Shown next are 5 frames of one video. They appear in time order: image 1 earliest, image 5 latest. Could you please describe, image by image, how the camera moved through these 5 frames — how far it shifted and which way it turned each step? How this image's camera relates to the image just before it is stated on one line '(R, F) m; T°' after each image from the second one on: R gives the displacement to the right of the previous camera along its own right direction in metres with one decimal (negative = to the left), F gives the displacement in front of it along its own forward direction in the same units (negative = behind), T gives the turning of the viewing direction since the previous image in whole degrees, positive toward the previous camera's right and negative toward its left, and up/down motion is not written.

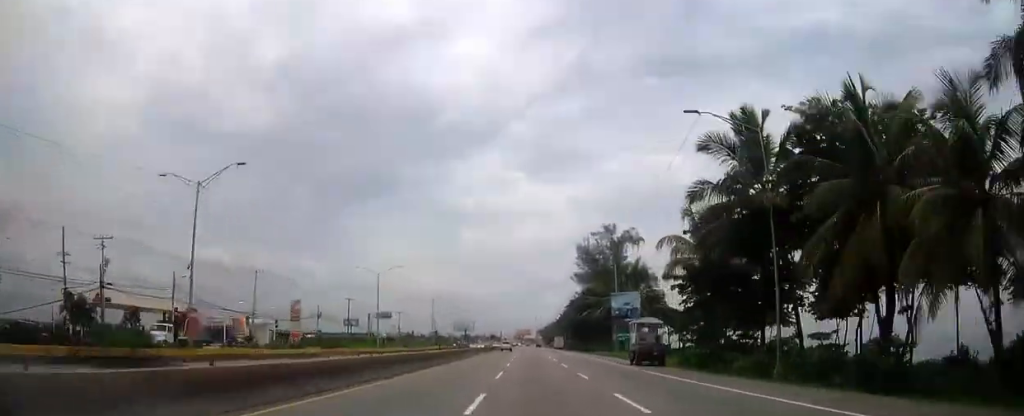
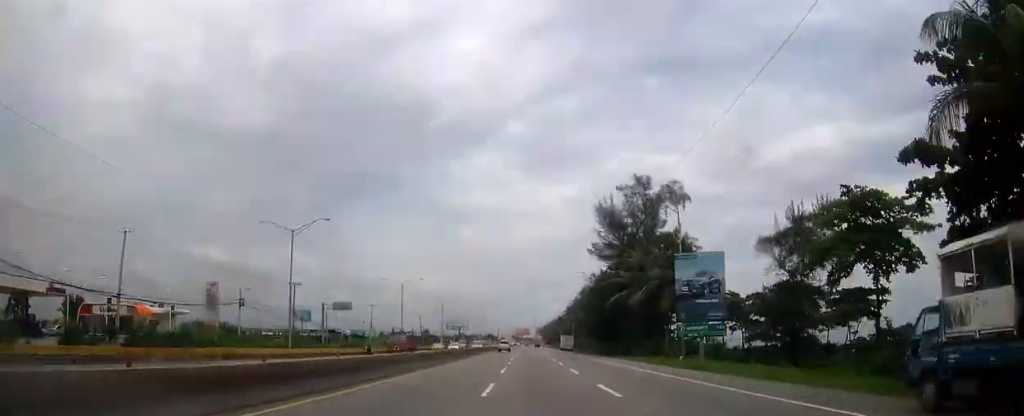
(0.0, +31.9) m; 0°
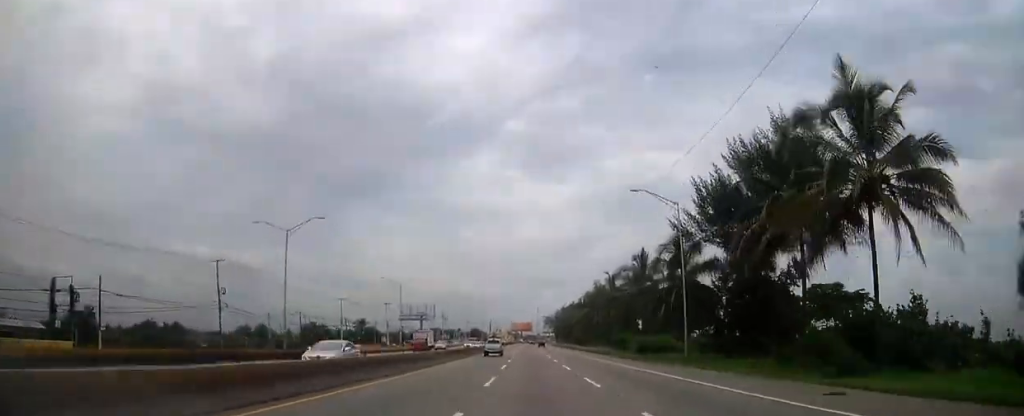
(0.0, +151.0) m; 0°
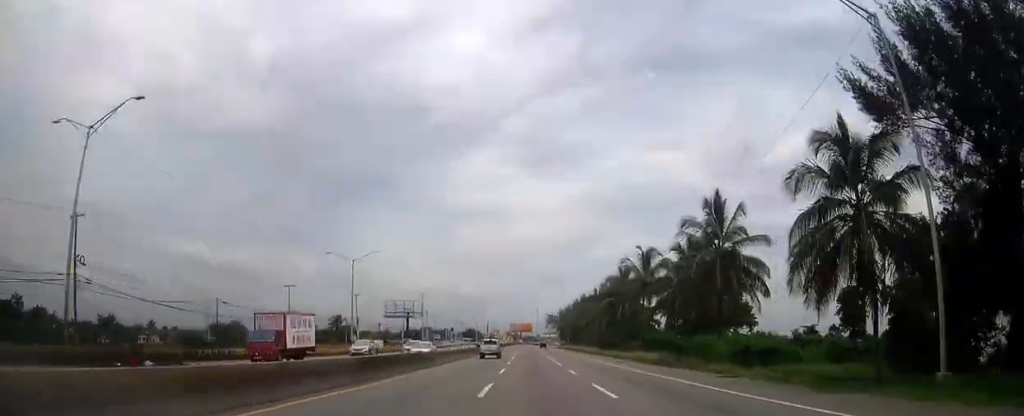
(0.0, +28.7) m; 0°
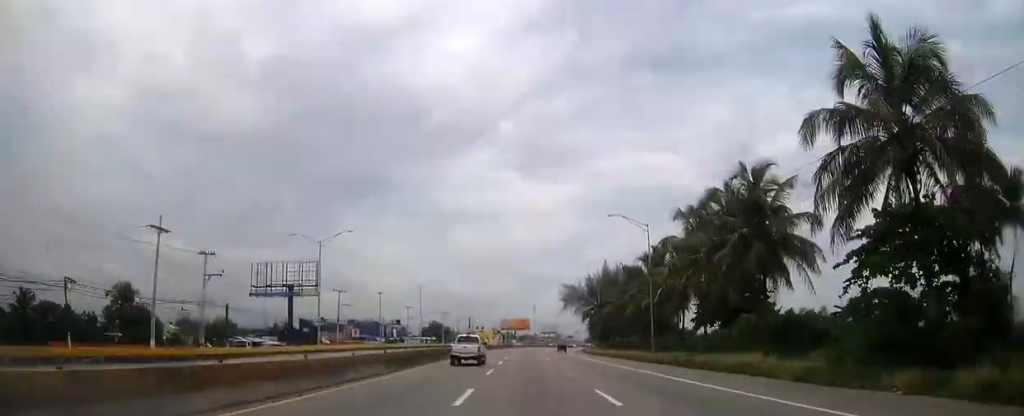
(+0.3, +111.3) m; +1°
